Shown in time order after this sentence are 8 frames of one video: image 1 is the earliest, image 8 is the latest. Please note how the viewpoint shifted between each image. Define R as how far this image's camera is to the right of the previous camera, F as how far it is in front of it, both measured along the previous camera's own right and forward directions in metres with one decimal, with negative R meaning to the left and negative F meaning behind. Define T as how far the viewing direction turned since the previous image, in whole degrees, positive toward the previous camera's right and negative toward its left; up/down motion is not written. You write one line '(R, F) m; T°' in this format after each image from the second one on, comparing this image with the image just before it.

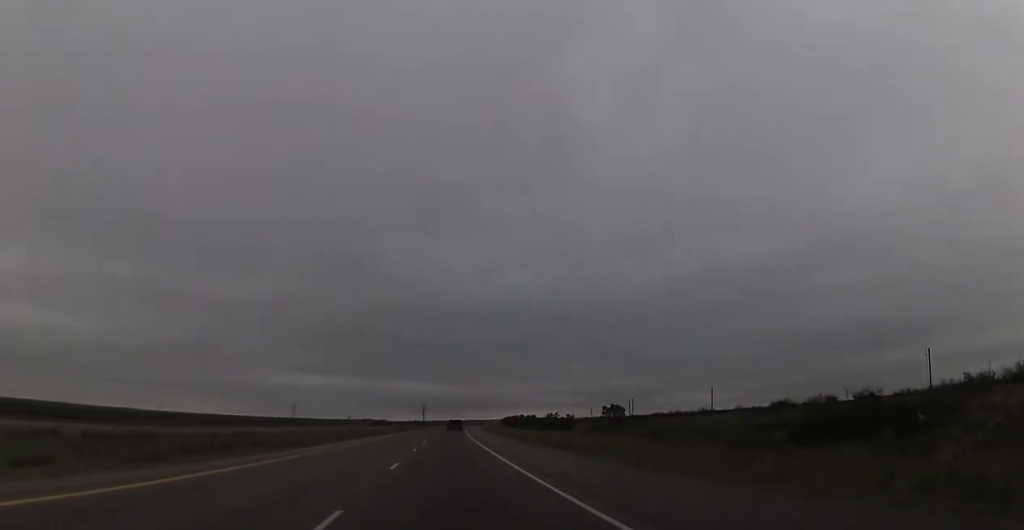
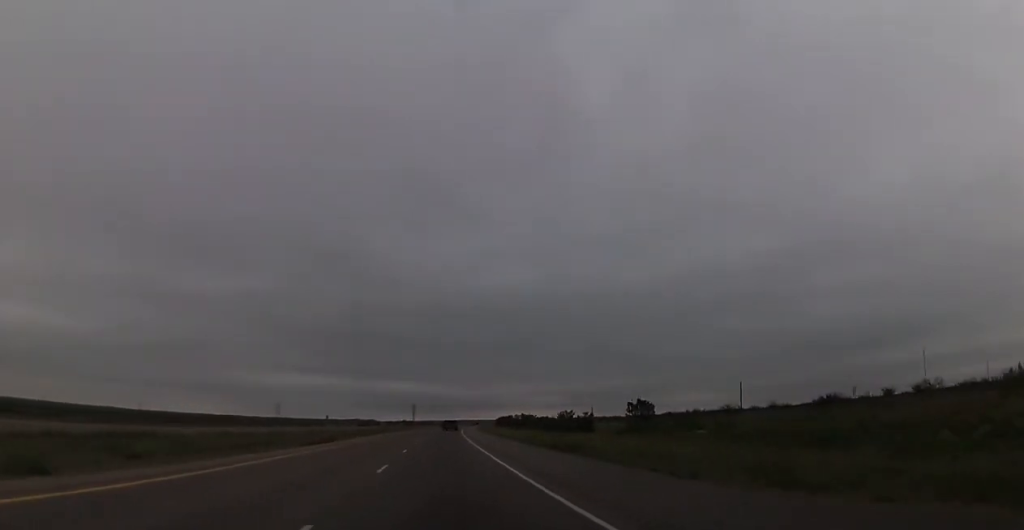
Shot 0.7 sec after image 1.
(+0.3, +25.9) m; +1°
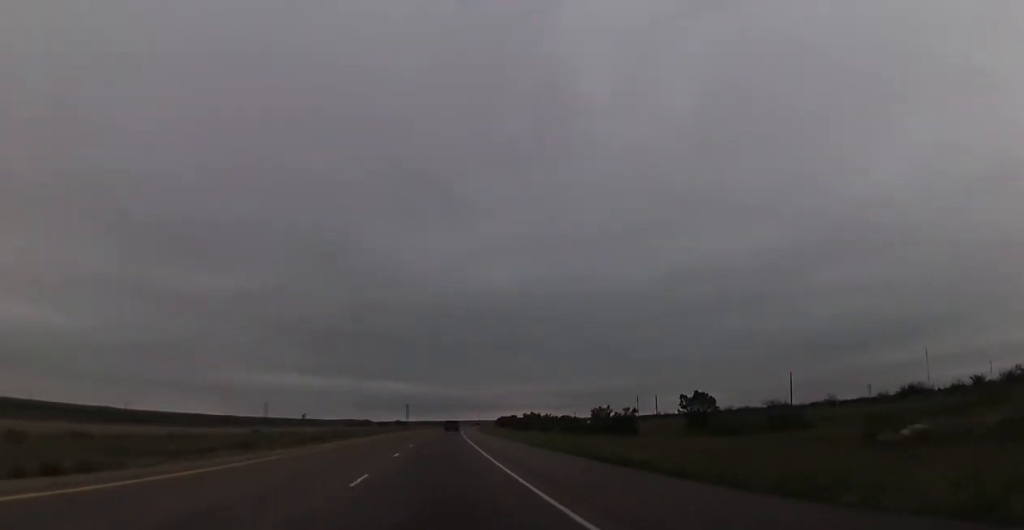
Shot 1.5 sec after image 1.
(+0.1, +28.3) m; +1°
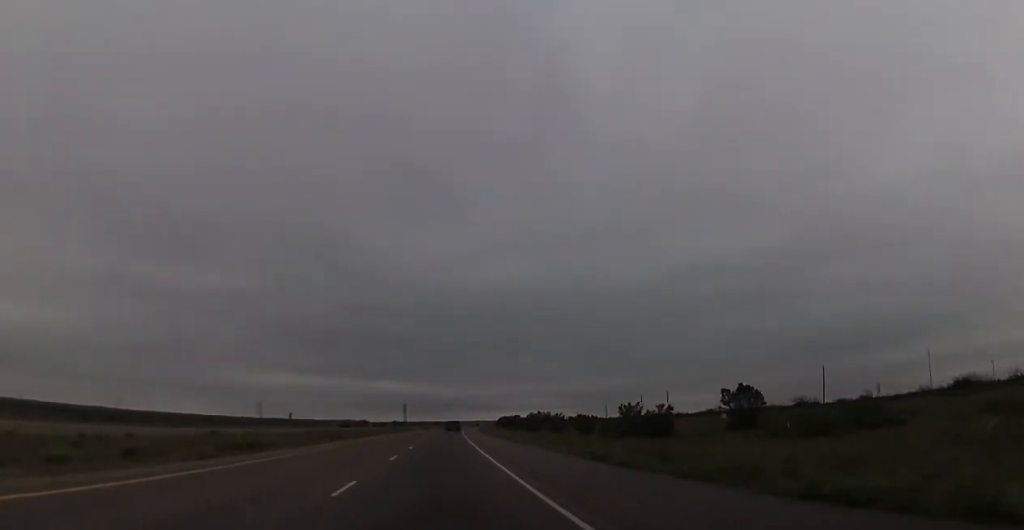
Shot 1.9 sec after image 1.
(+0.2, +14.1) m; 0°
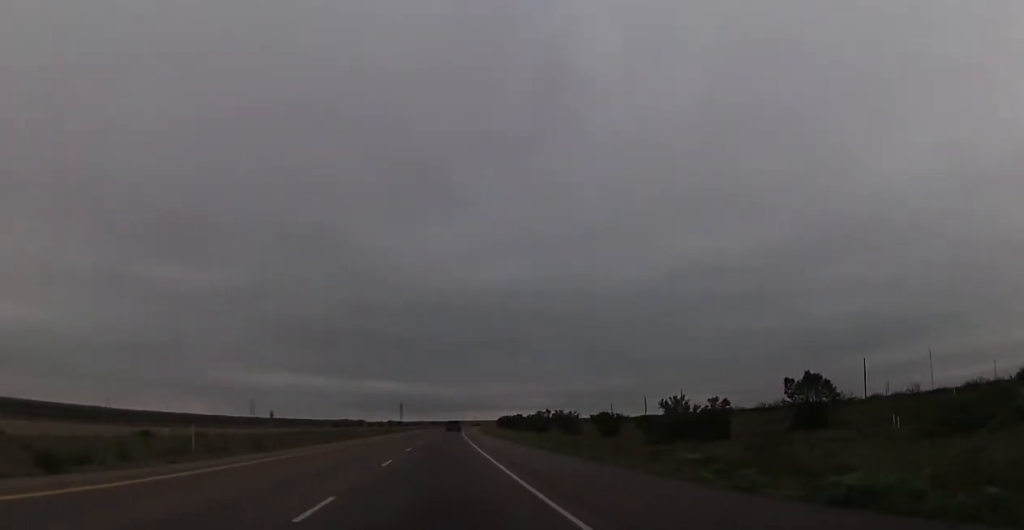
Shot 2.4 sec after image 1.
(+0.2, +15.3) m; 0°
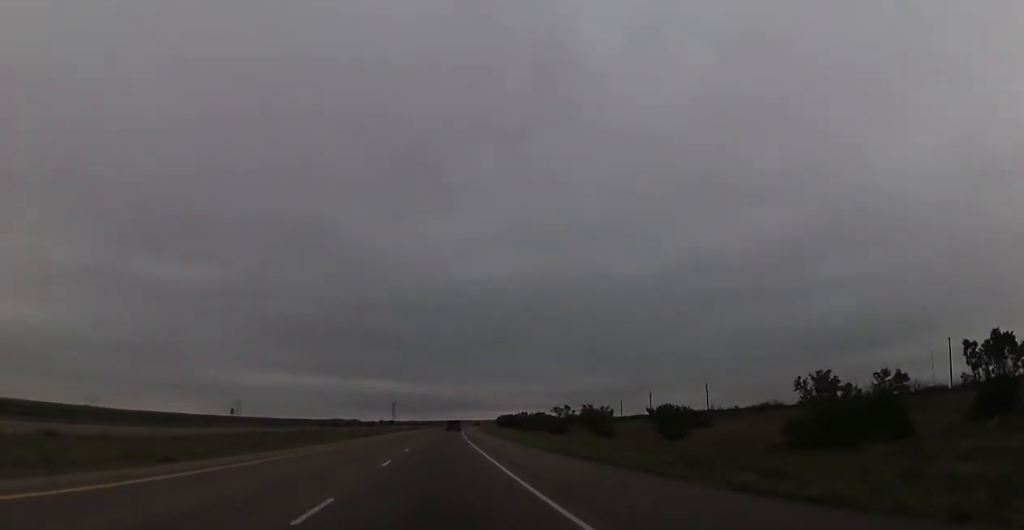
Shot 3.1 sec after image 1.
(-0.1, +24.6) m; 0°
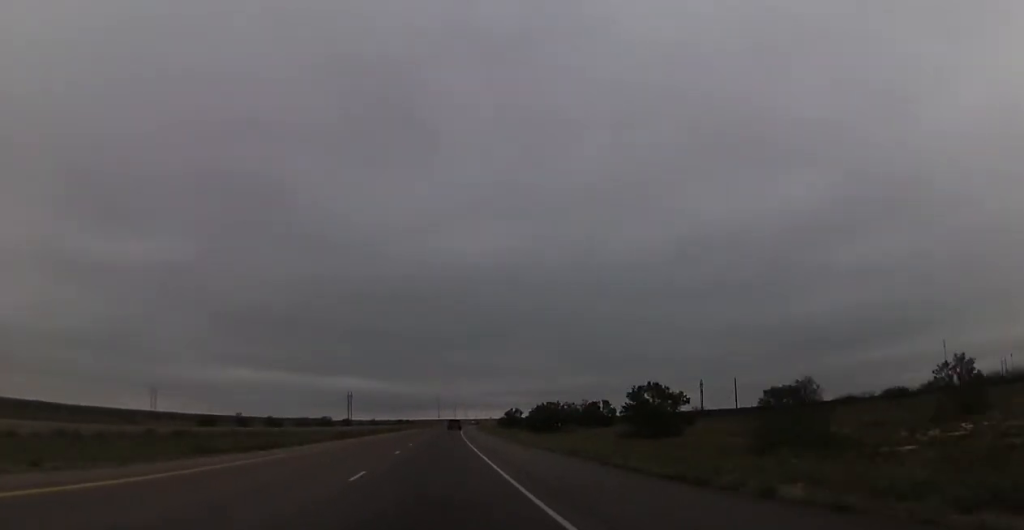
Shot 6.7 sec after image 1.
(+1.8, +126.5) m; +1°
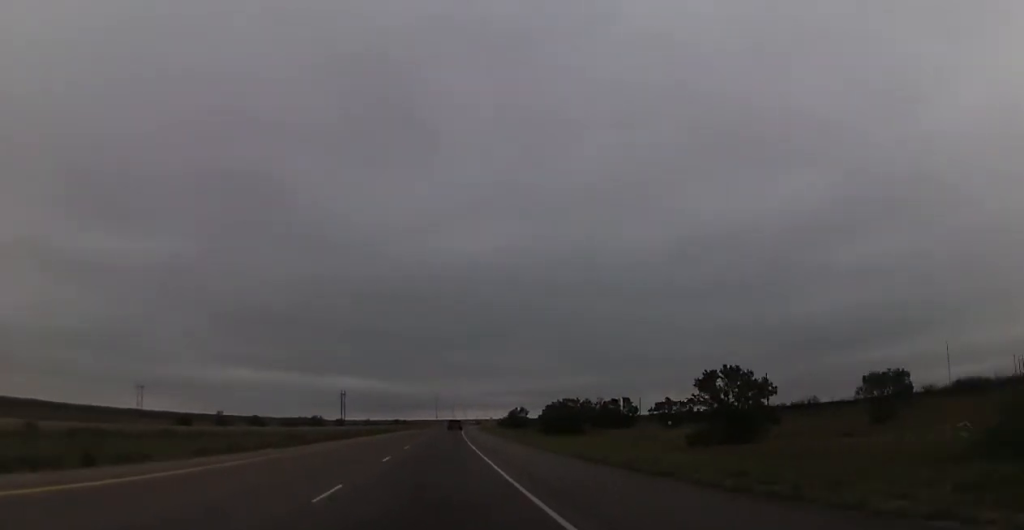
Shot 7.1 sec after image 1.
(-0.2, +16.5) m; +1°
